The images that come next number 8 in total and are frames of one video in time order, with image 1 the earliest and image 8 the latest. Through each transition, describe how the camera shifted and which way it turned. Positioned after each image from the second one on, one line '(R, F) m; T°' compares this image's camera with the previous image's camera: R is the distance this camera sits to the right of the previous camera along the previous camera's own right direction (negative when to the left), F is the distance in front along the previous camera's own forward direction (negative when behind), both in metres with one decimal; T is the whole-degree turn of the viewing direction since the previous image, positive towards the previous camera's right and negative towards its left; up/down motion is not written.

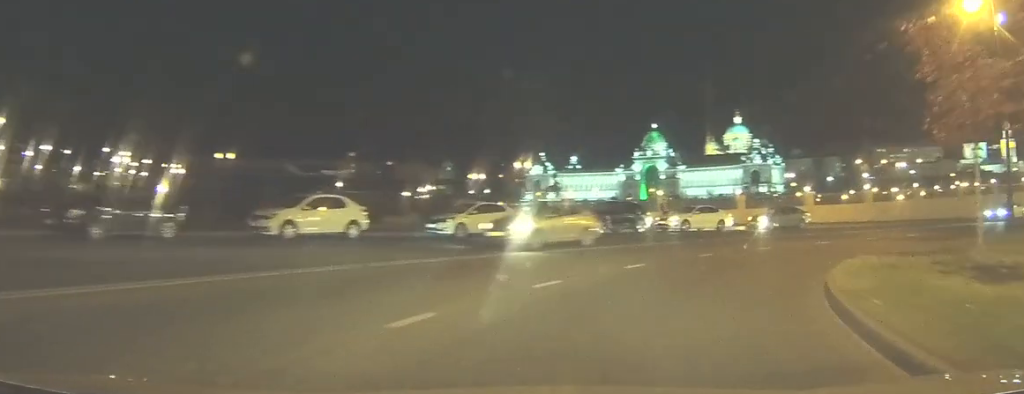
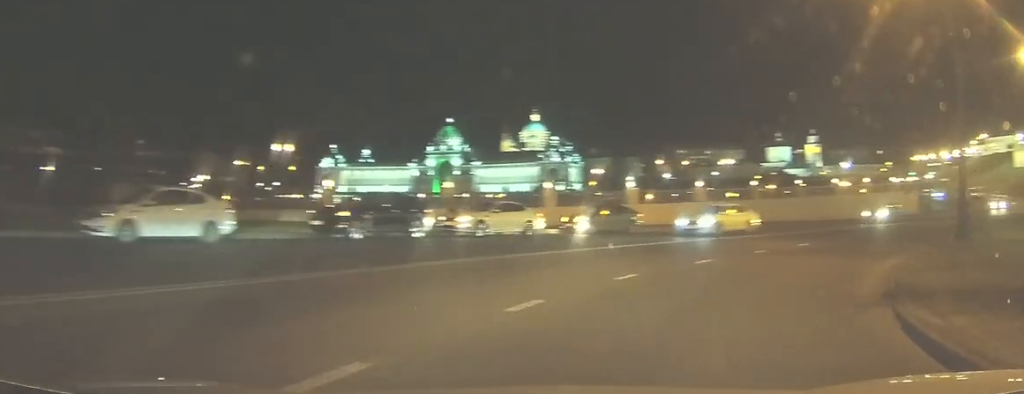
(+0.9, +10.4) m; +10°
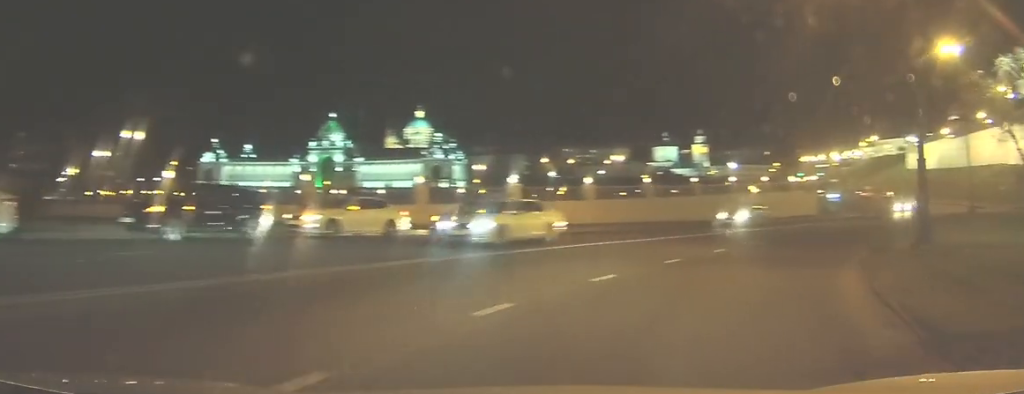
(+0.2, +4.3) m; +4°
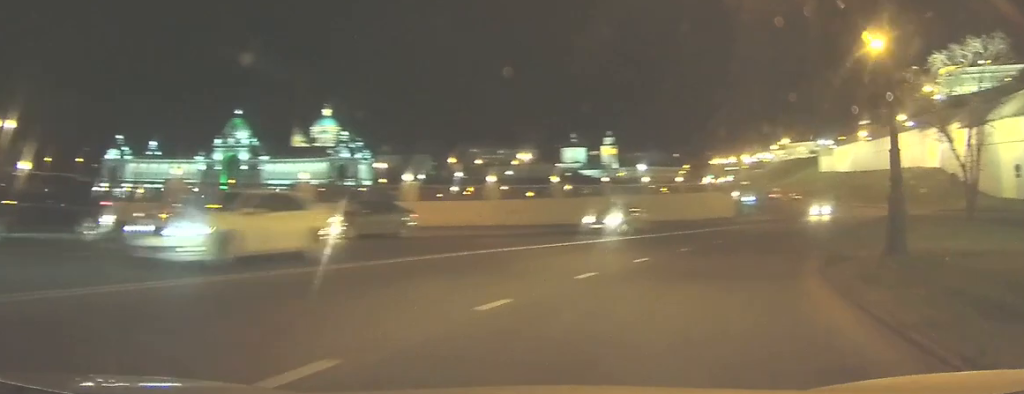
(0.0, +3.2) m; +4°
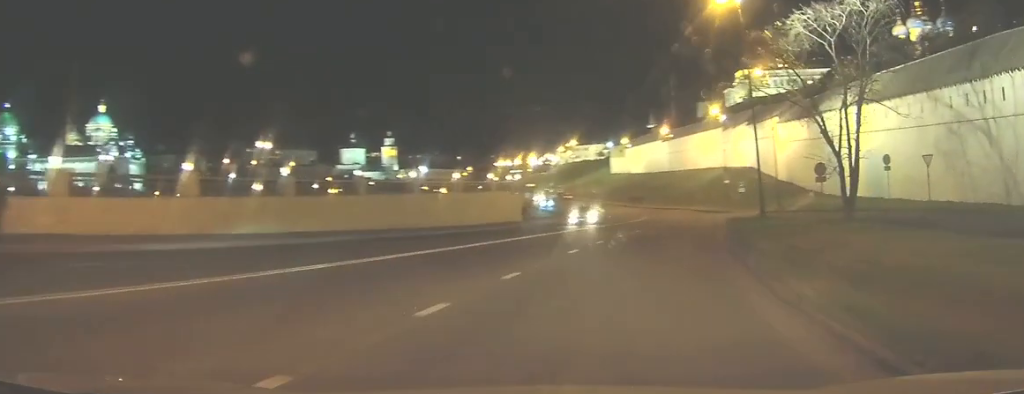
(+1.5, +10.2) m; +19°
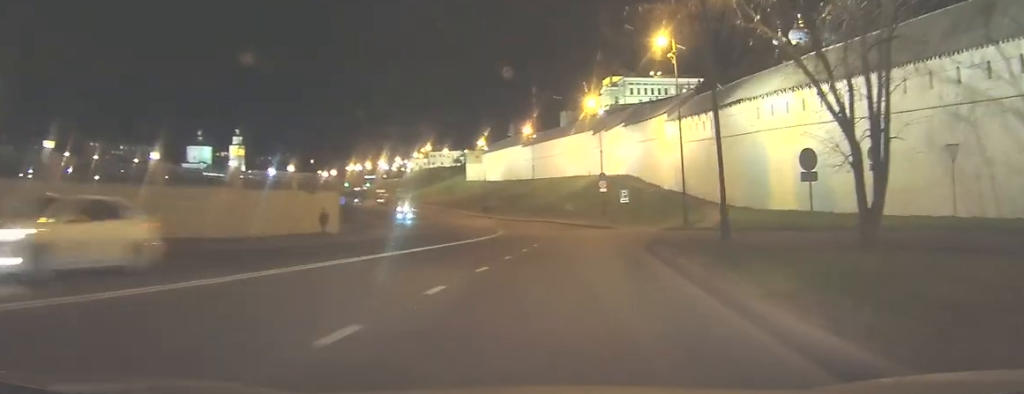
(+2.3, +12.6) m; +19°
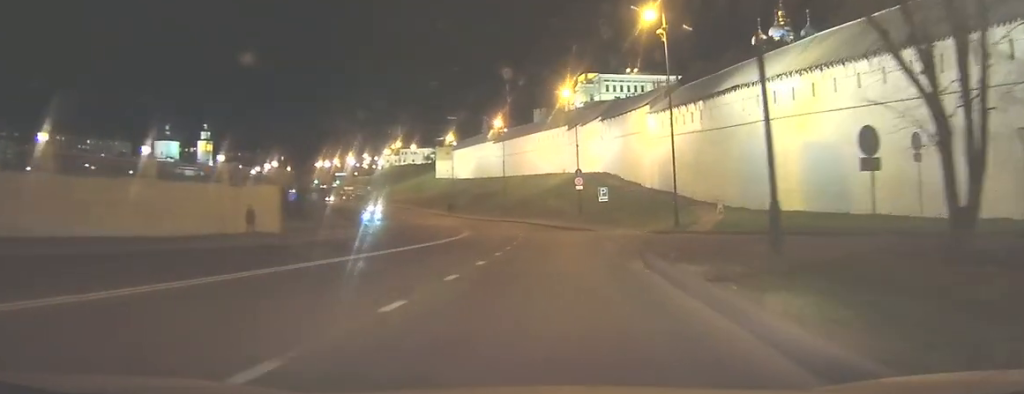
(+0.3, +5.2) m; +7°
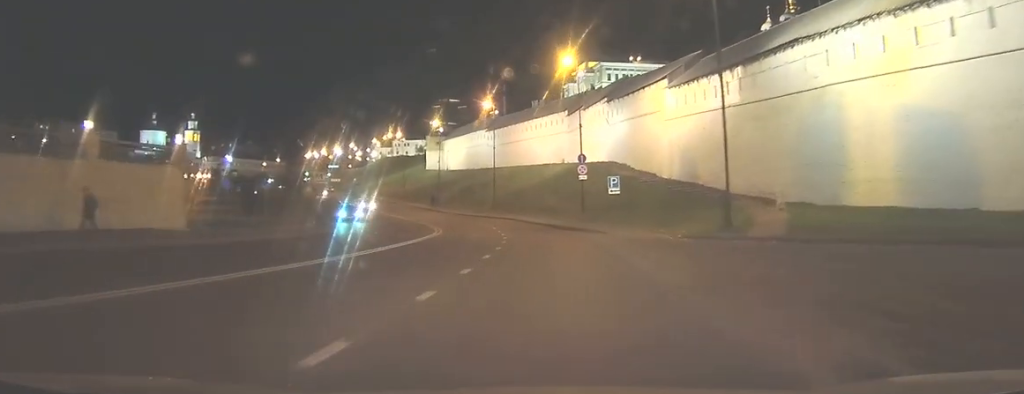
(+1.3, +11.1) m; +9°
